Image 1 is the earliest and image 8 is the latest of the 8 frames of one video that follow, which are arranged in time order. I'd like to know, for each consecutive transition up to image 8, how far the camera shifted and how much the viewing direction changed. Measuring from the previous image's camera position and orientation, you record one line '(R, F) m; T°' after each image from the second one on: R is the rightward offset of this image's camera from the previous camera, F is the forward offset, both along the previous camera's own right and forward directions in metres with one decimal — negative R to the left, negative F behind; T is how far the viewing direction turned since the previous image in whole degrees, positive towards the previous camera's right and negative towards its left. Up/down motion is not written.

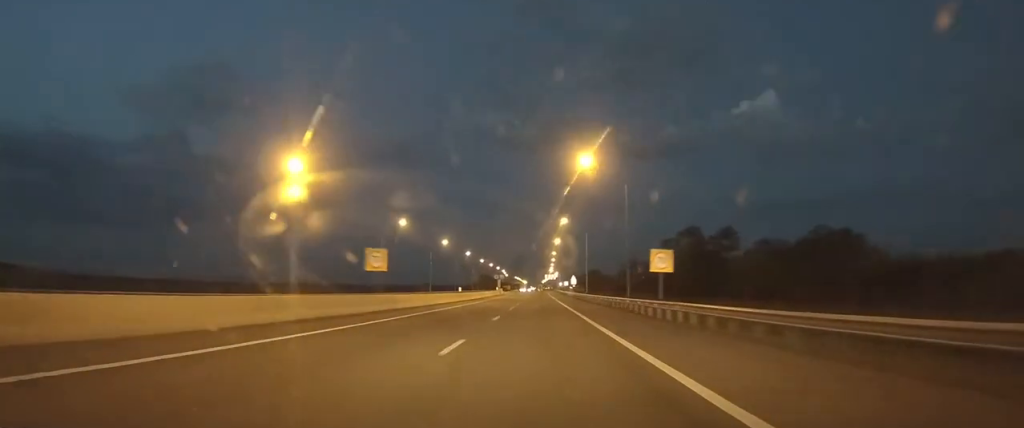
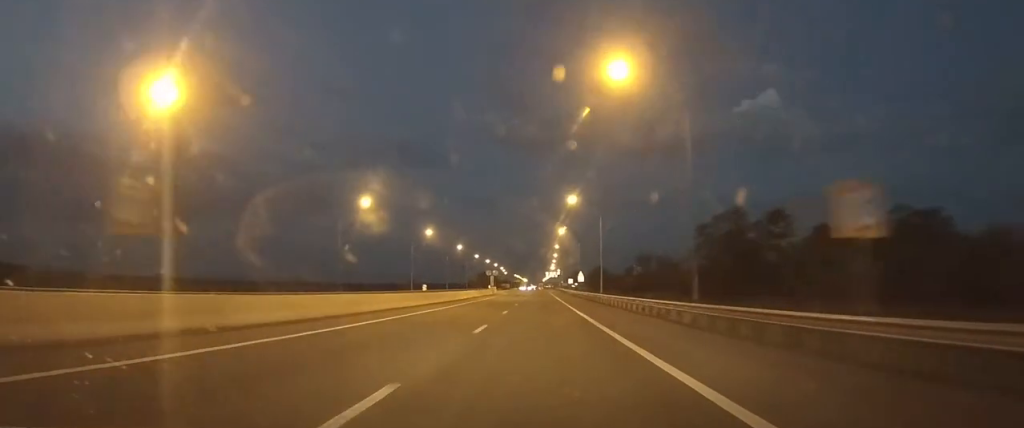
(0.0, +17.8) m; 0°
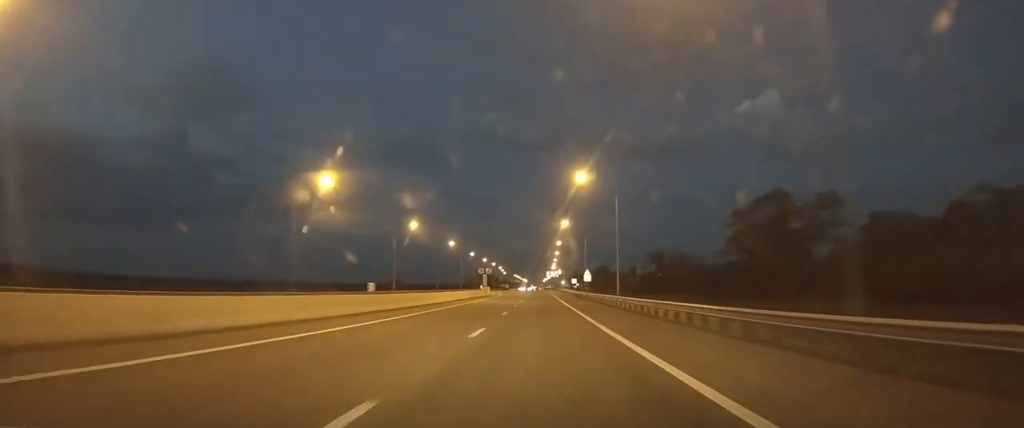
(0.0, +12.1) m; 0°
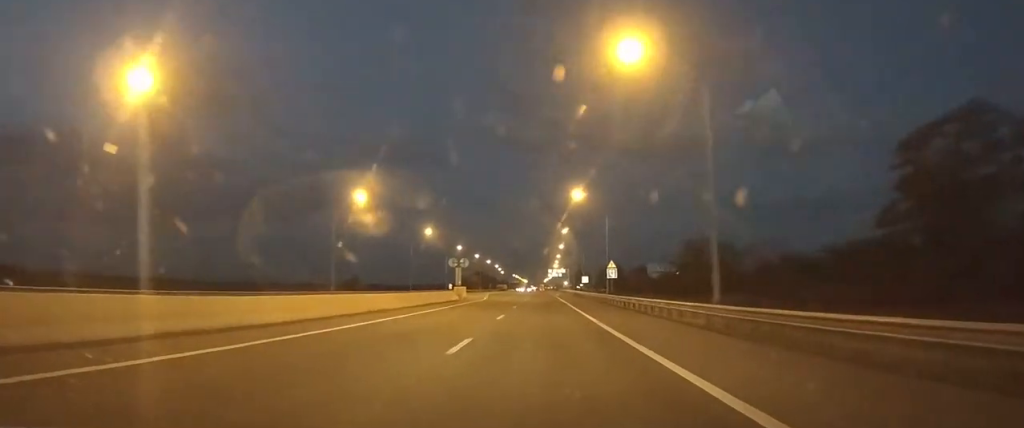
(0.0, +23.4) m; 0°
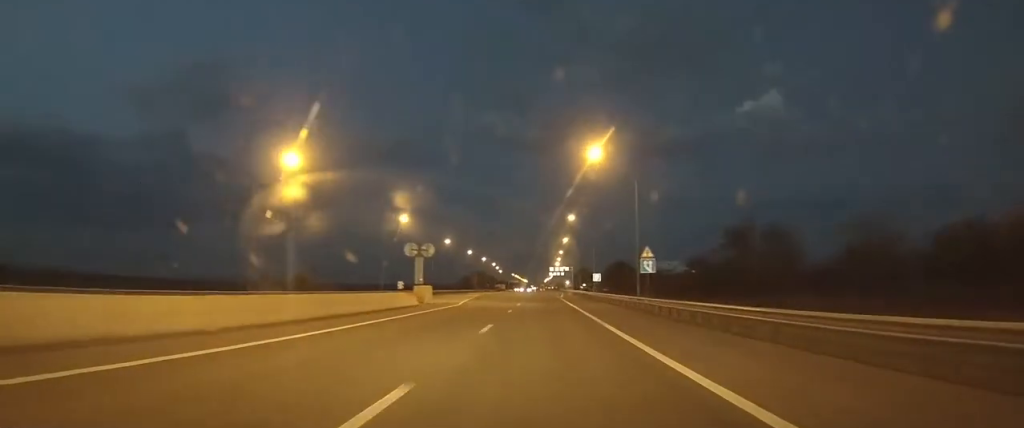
(0.0, +14.2) m; 0°
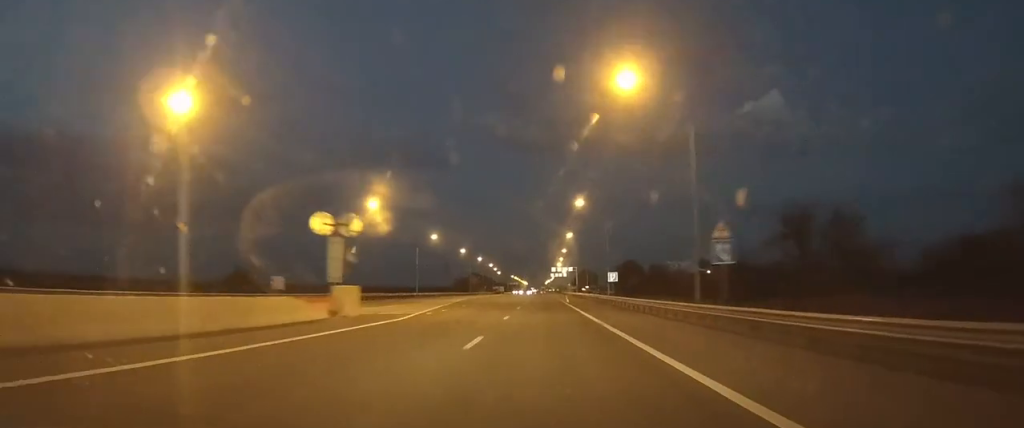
(0.0, +12.6) m; 0°
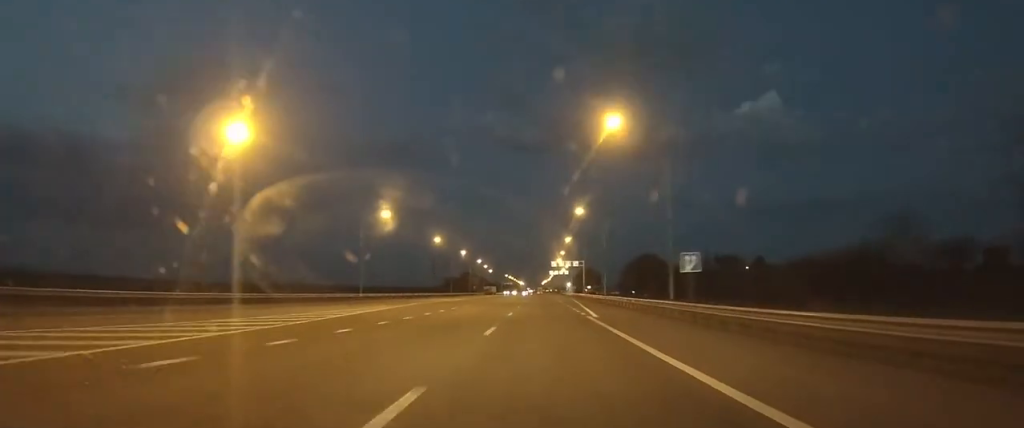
(-0.1, +28.1) m; 0°
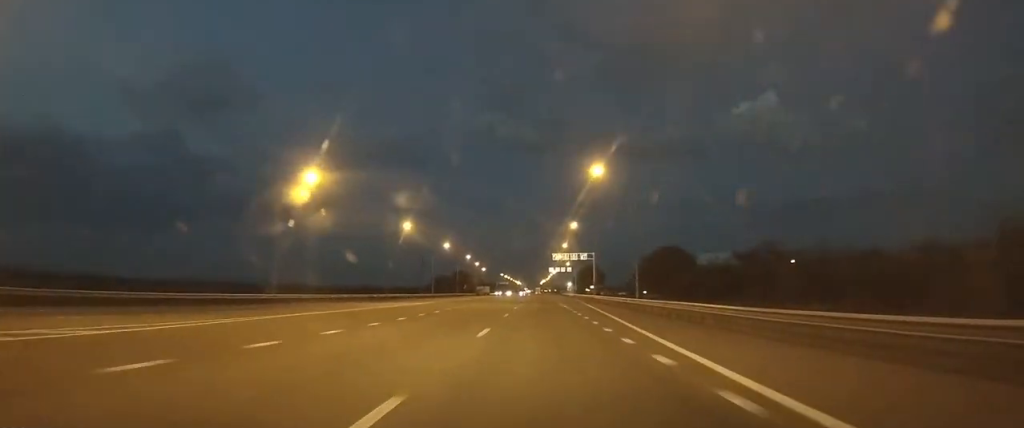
(0.0, +25.4) m; 0°
